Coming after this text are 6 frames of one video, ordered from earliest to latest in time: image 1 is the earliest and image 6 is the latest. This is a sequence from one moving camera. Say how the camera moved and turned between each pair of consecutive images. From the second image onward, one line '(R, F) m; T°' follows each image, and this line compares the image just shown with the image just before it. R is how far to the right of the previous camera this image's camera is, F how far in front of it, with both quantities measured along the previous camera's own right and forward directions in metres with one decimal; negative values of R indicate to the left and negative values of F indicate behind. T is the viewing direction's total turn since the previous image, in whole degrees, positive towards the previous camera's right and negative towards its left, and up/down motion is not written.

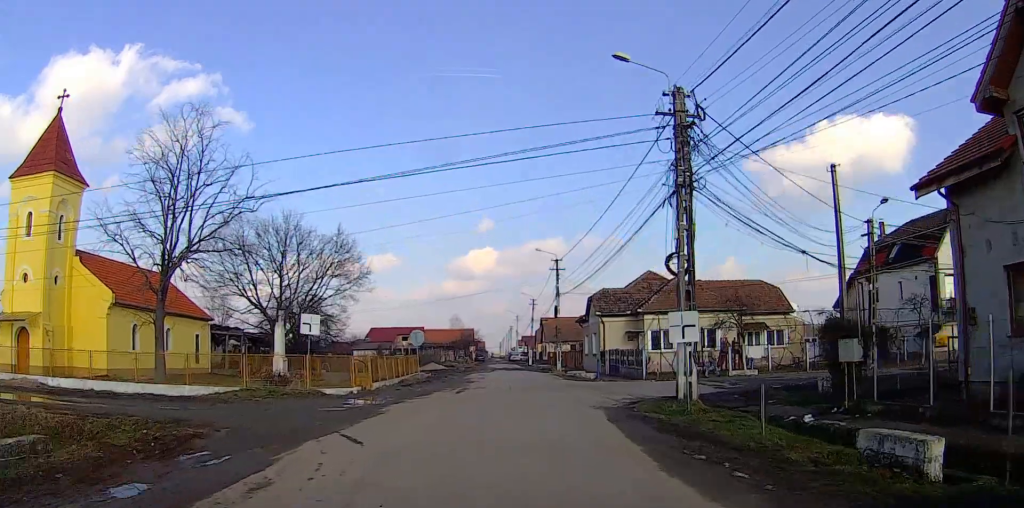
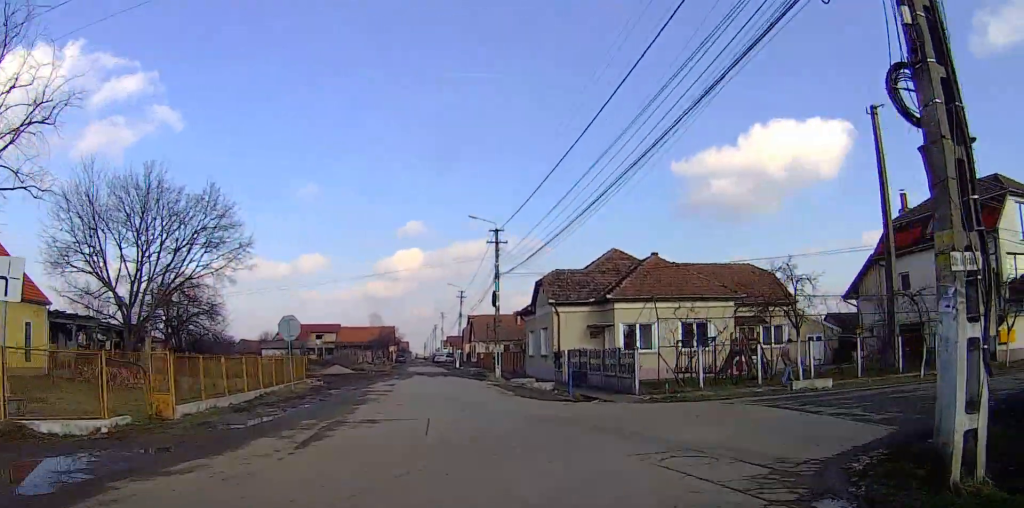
(+1.0, +13.0) m; +19°
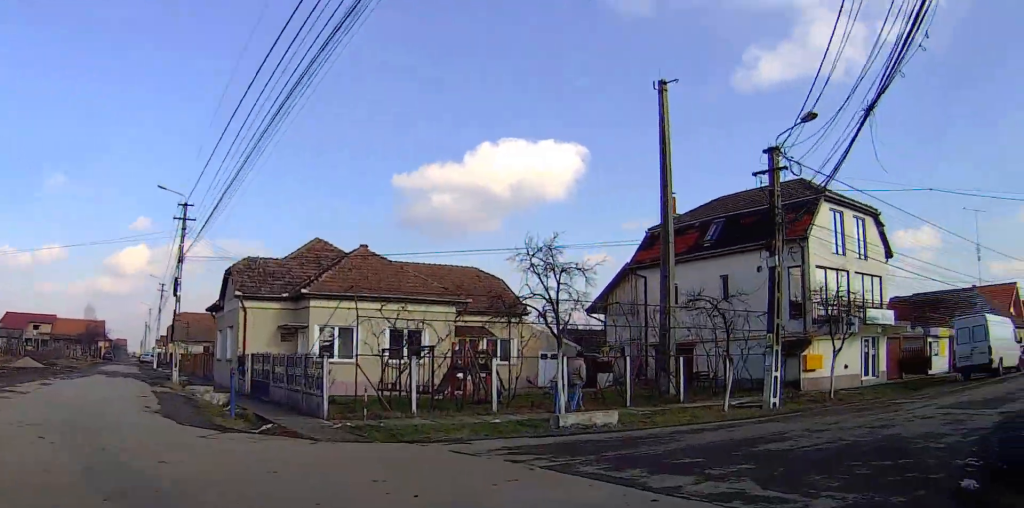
(+0.9, +7.8) m; +23°
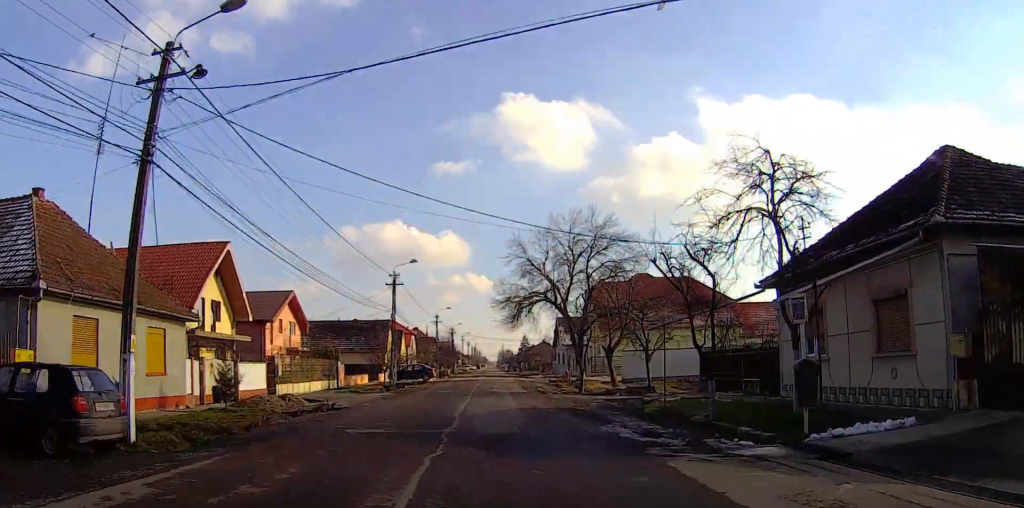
(+29.9, +36.0) m; +46°
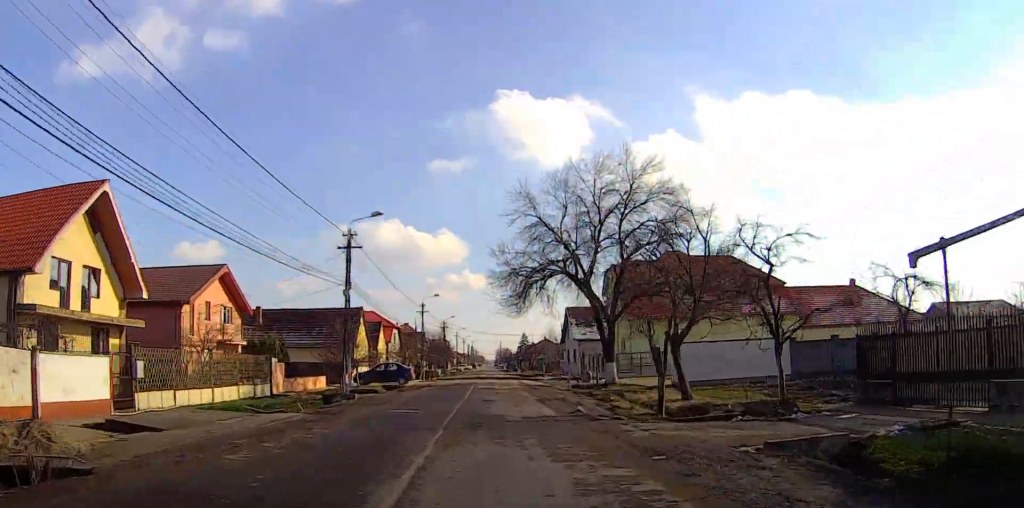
(-0.2, +13.9) m; 0°
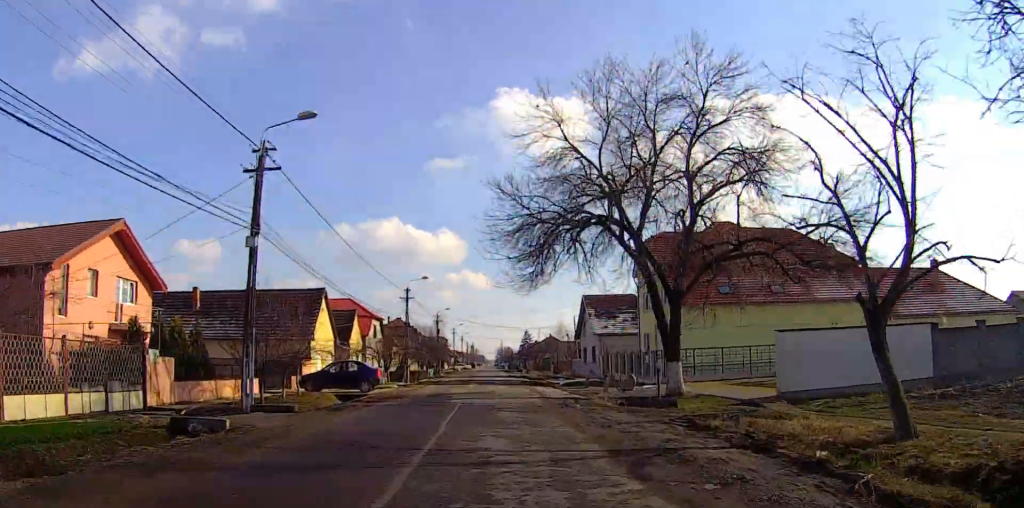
(+0.2, +13.0) m; 0°
